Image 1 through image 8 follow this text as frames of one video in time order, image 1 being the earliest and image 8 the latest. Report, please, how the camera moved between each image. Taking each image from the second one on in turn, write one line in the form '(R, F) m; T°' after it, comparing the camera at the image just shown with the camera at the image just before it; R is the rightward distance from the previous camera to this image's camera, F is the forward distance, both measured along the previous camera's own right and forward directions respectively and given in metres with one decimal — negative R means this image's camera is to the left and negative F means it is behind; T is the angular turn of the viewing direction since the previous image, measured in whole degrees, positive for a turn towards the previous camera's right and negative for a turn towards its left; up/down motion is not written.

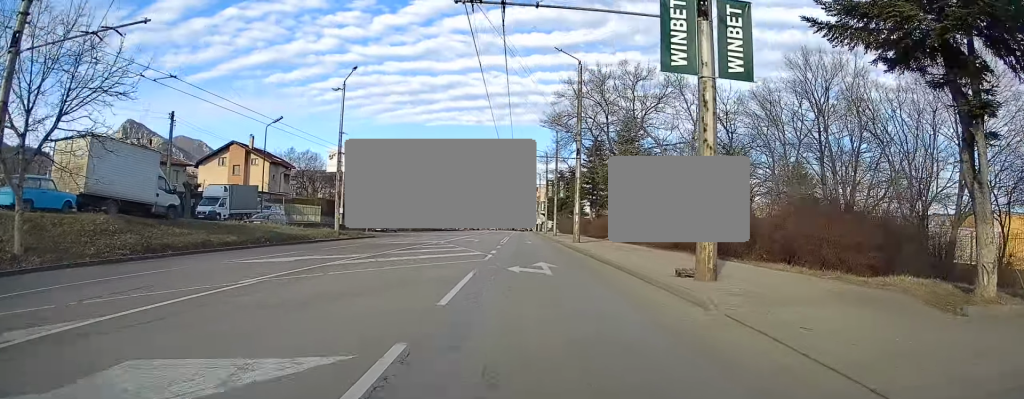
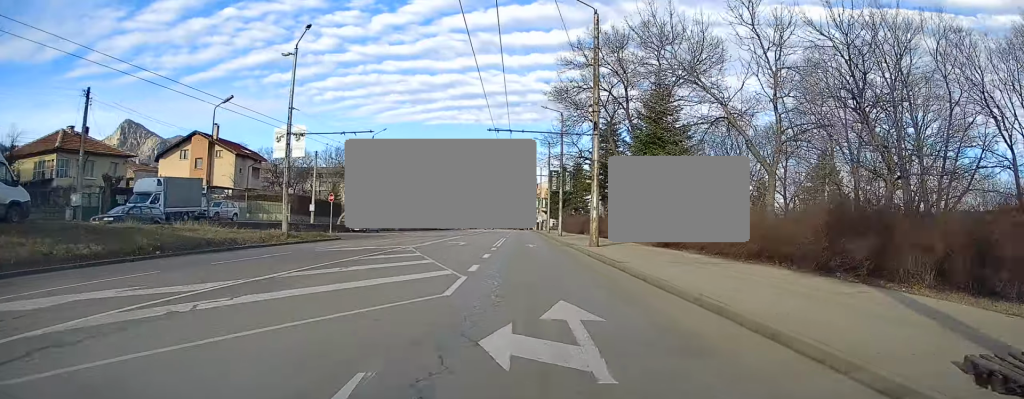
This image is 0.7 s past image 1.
(-0.1, +10.0) m; 0°
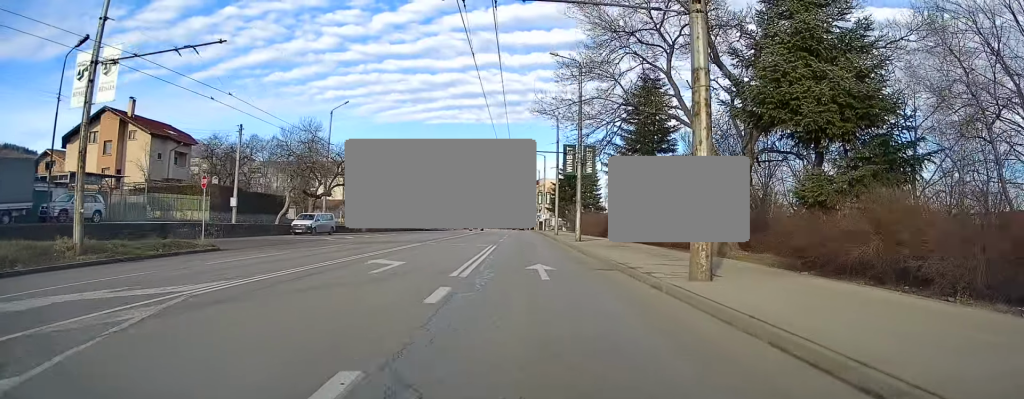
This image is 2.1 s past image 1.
(+0.1, +17.9) m; 0°
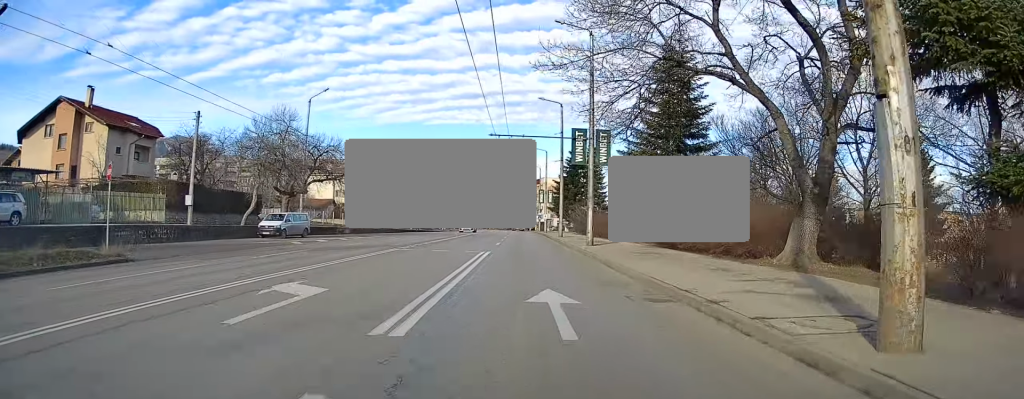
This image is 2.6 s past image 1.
(0.0, +6.9) m; 0°
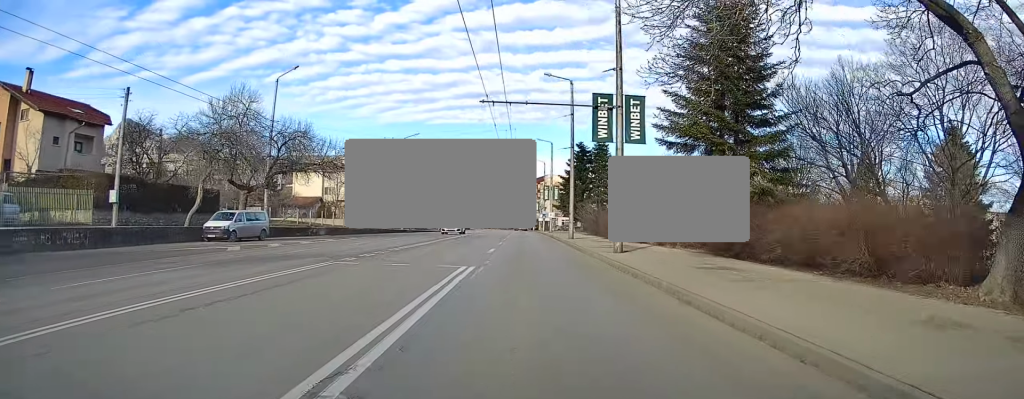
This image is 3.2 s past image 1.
(-0.2, +8.5) m; -1°
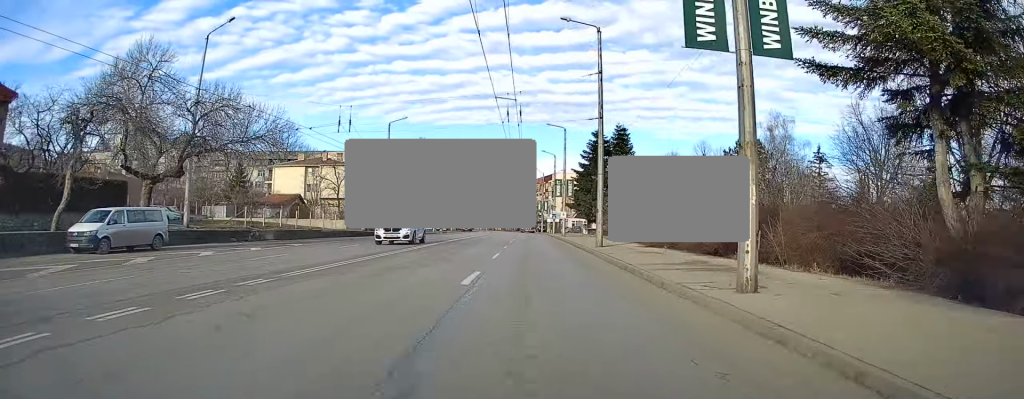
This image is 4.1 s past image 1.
(+0.1, +12.6) m; 0°
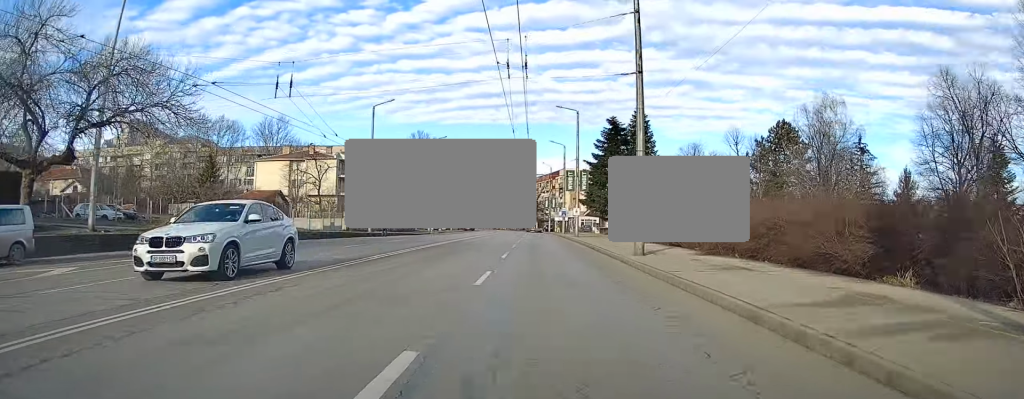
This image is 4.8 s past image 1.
(0.0, +9.3) m; 0°
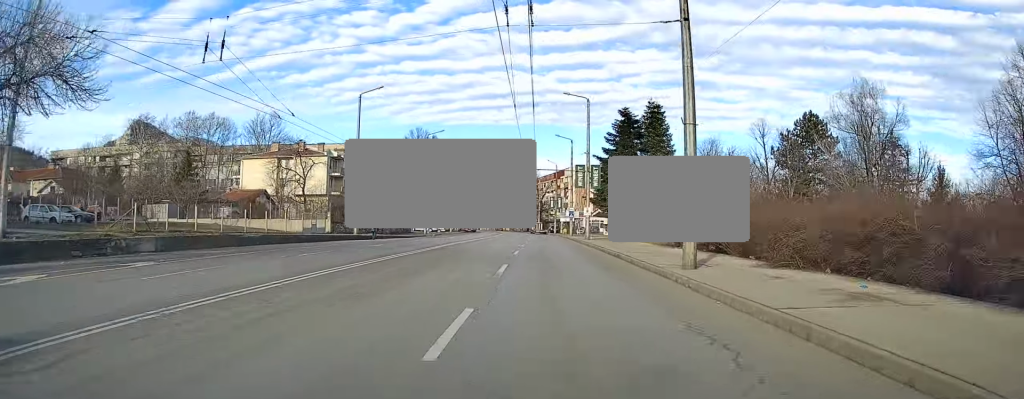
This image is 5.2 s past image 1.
(0.0, +5.9) m; 0°
